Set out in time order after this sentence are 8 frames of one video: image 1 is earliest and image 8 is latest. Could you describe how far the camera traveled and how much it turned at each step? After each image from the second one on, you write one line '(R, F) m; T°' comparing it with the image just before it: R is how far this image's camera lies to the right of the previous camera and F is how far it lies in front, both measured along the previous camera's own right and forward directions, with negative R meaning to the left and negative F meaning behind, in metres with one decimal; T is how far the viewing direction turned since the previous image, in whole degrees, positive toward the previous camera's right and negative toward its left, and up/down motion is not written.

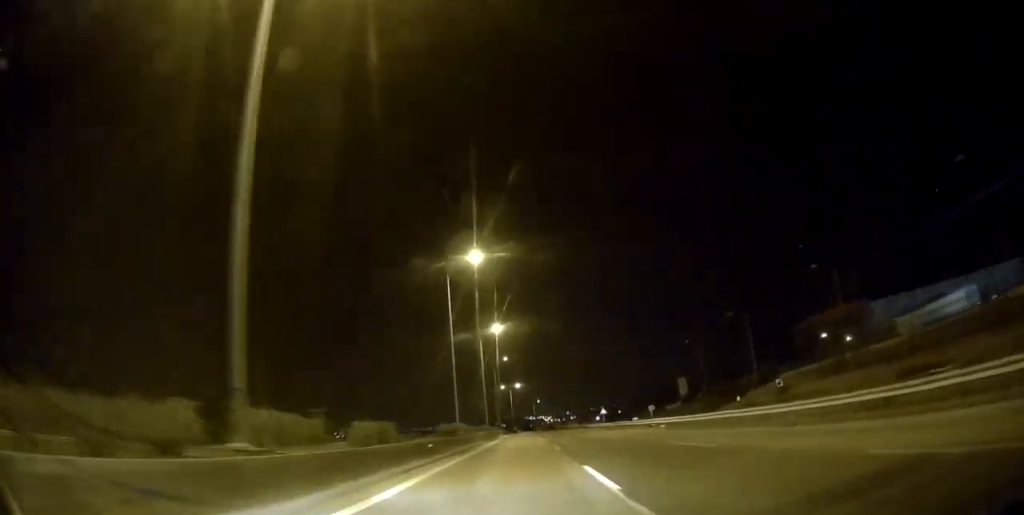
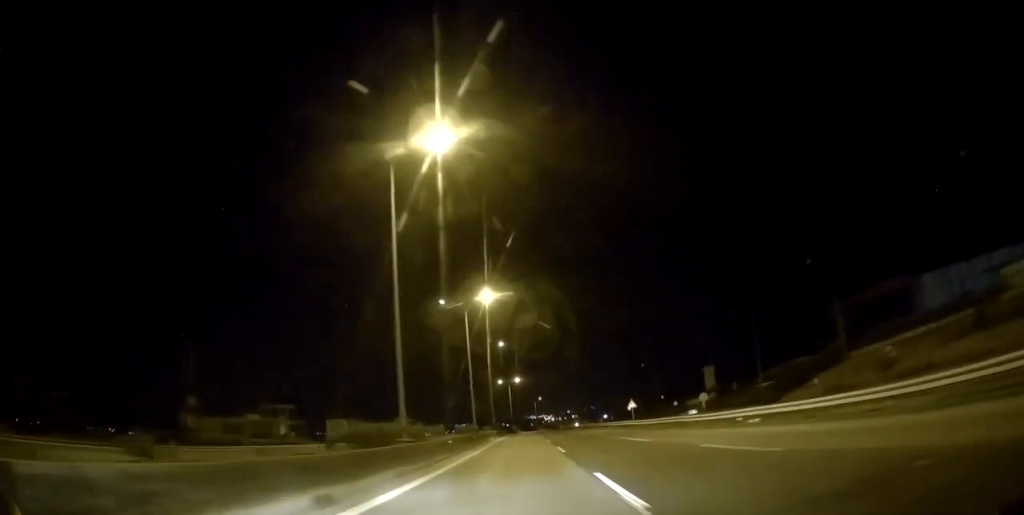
(-0.2, +18.8) m; 0°
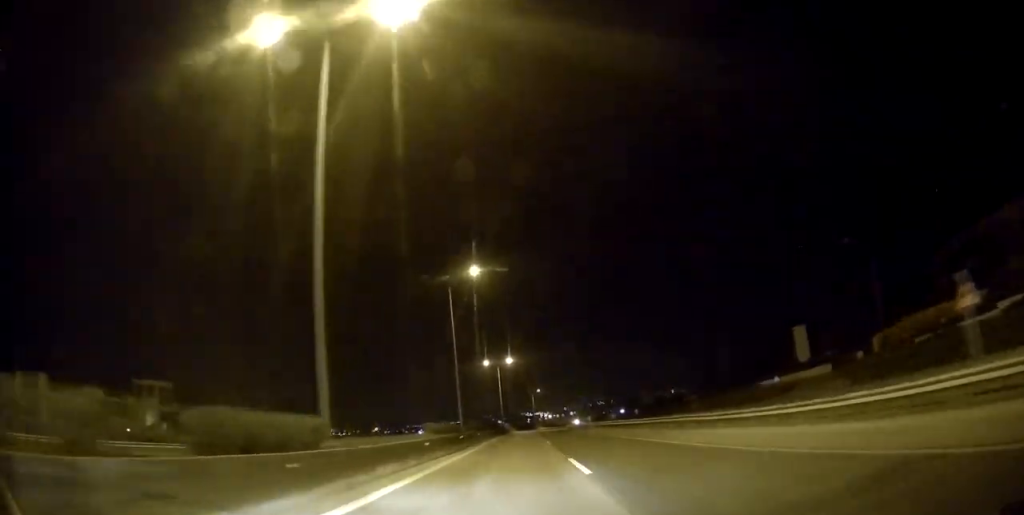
(0.0, +41.3) m; +1°
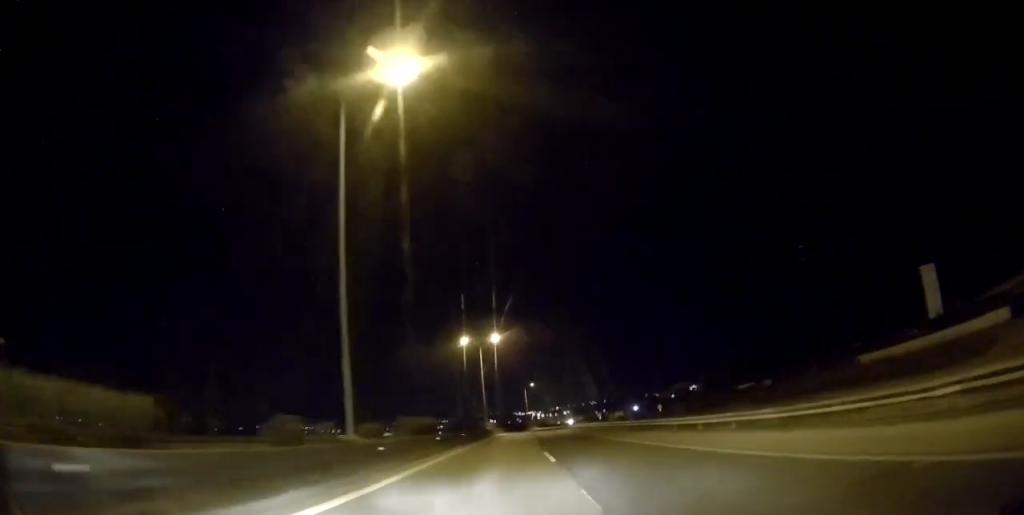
(+0.4, +28.8) m; 0°
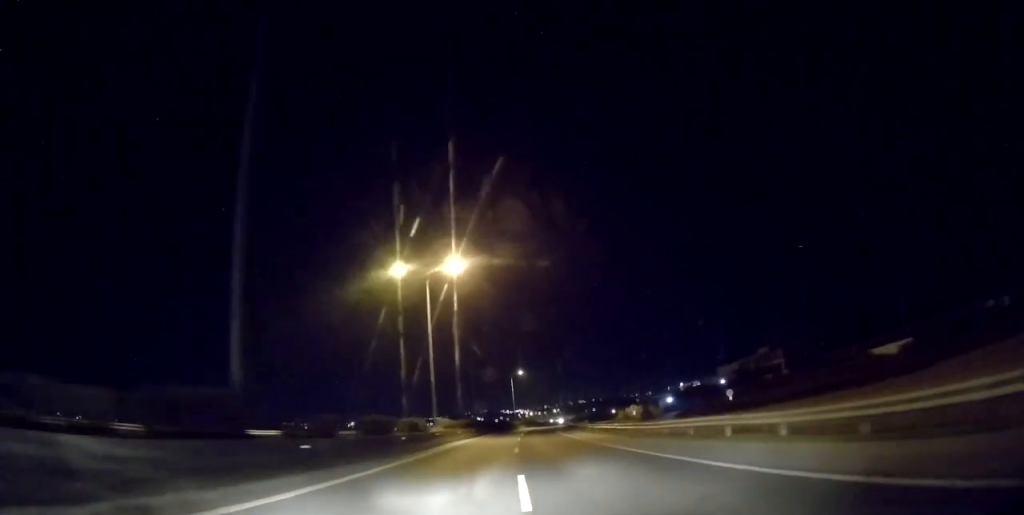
(+0.1, +39.4) m; +1°
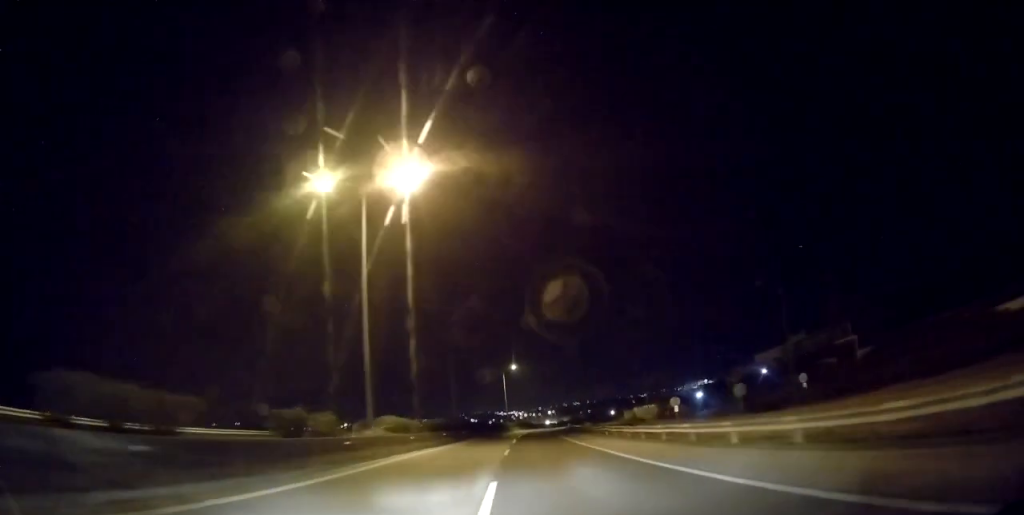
(+0.3, +18.8) m; +1°
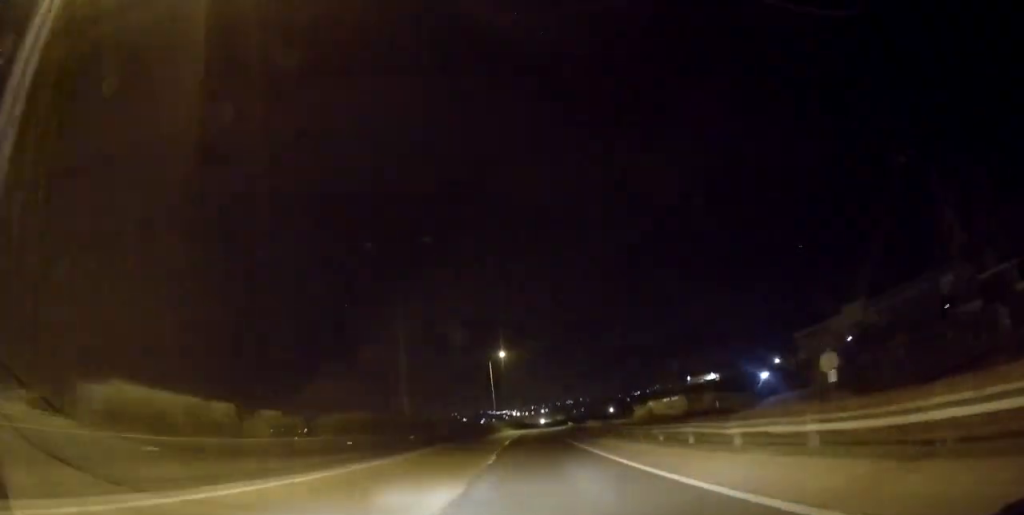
(0.0, +22.1) m; +1°
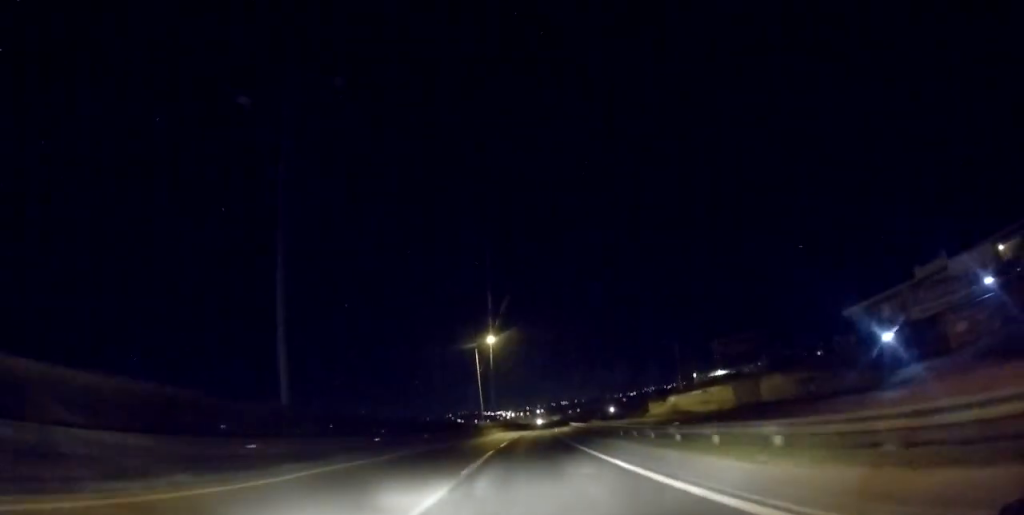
(0.0, +19.1) m; +1°
